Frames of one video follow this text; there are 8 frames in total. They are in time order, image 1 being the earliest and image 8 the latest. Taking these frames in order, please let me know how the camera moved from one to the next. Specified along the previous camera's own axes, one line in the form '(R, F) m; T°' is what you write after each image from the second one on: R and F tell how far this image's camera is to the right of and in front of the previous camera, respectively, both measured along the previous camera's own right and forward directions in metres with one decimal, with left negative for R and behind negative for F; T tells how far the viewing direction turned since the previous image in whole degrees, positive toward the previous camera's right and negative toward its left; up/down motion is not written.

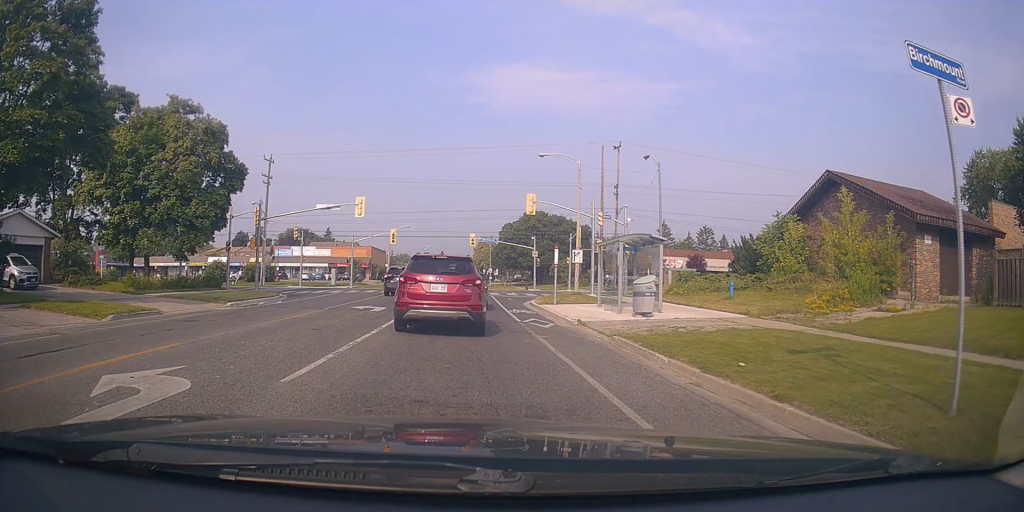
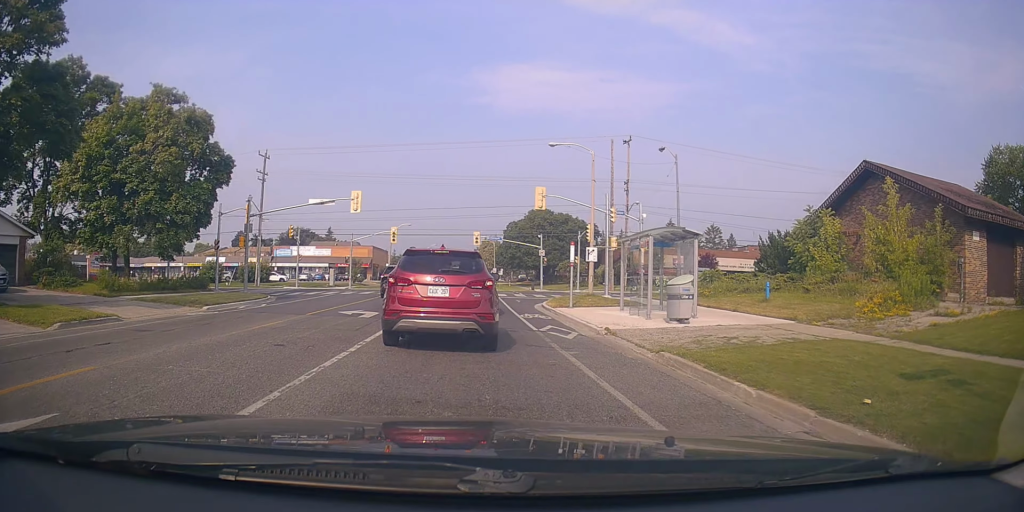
(+0.2, +2.5) m; +3°
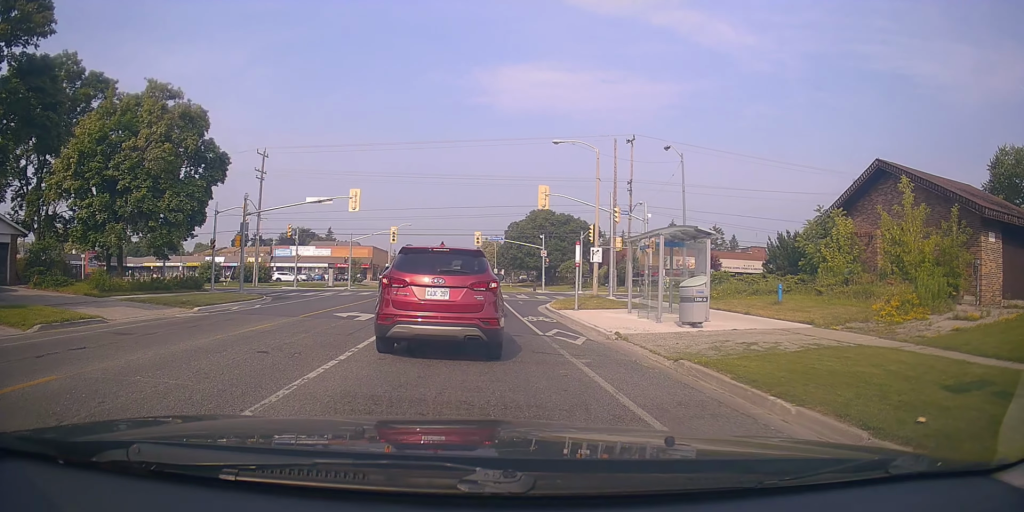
(+0.2, +1.0) m; 0°
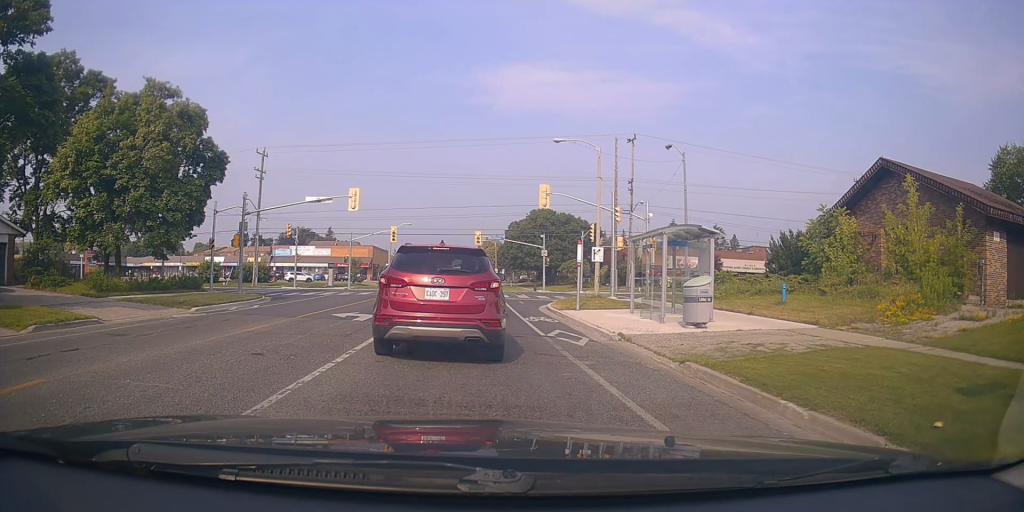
(+0.1, +0.3) m; 0°
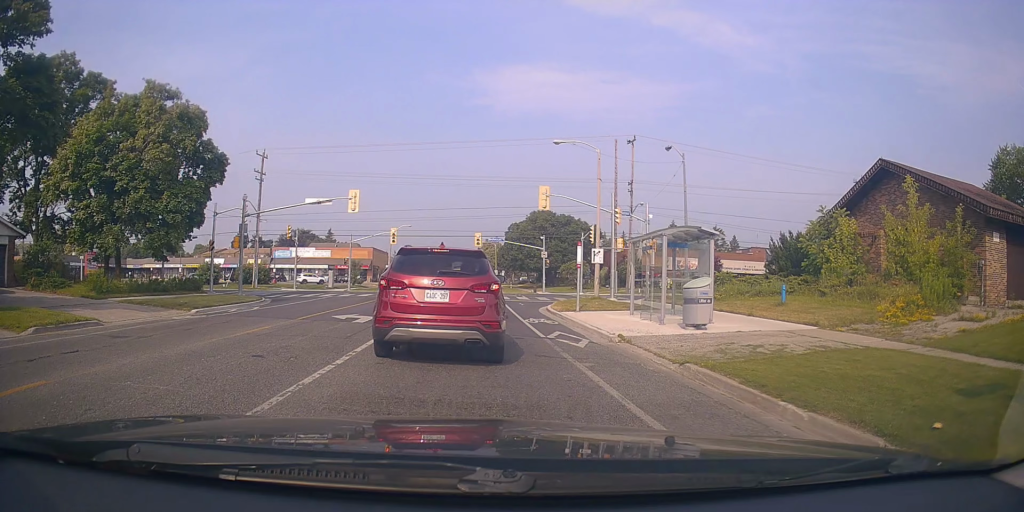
(0.0, +0.2) m; 0°
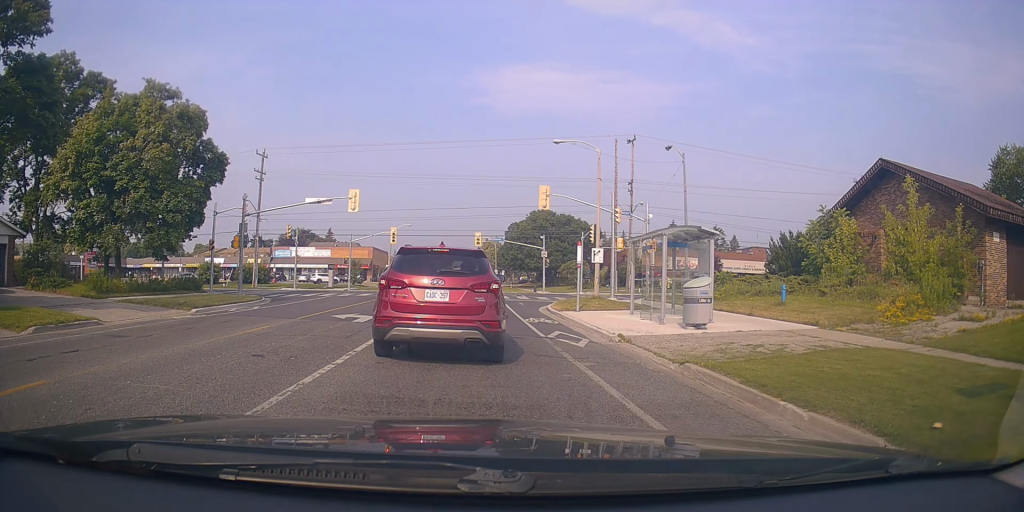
(0.0, 0.0) m; 0°
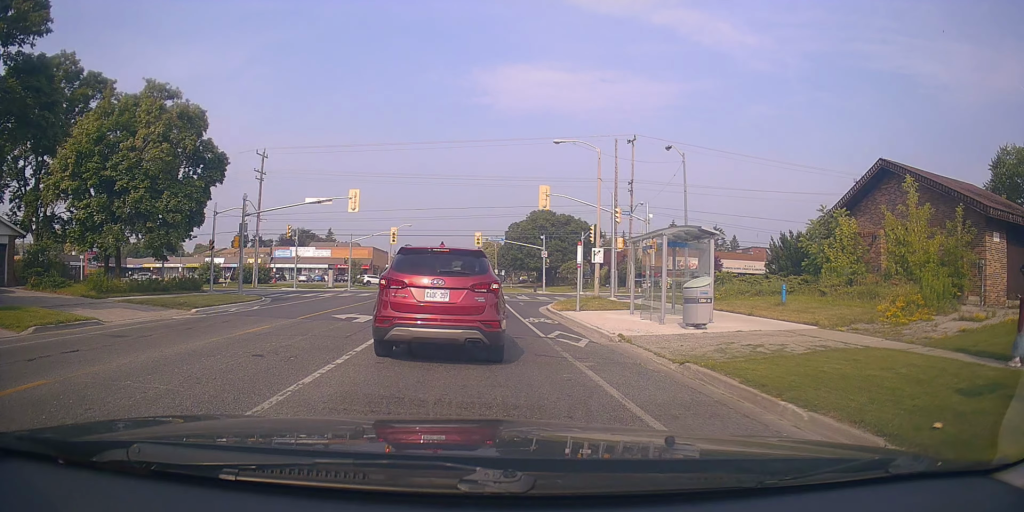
(0.0, 0.0) m; 0°
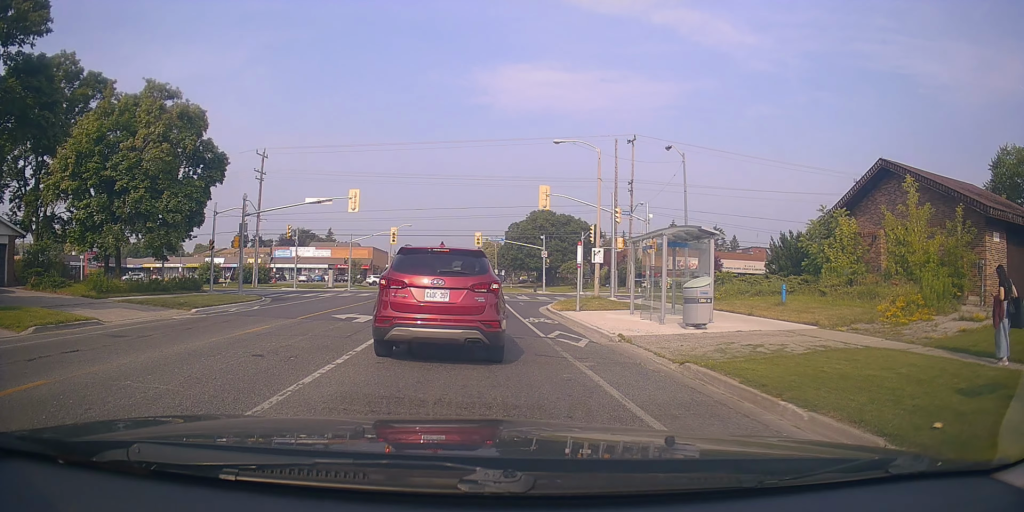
(0.0, 0.0) m; 0°
